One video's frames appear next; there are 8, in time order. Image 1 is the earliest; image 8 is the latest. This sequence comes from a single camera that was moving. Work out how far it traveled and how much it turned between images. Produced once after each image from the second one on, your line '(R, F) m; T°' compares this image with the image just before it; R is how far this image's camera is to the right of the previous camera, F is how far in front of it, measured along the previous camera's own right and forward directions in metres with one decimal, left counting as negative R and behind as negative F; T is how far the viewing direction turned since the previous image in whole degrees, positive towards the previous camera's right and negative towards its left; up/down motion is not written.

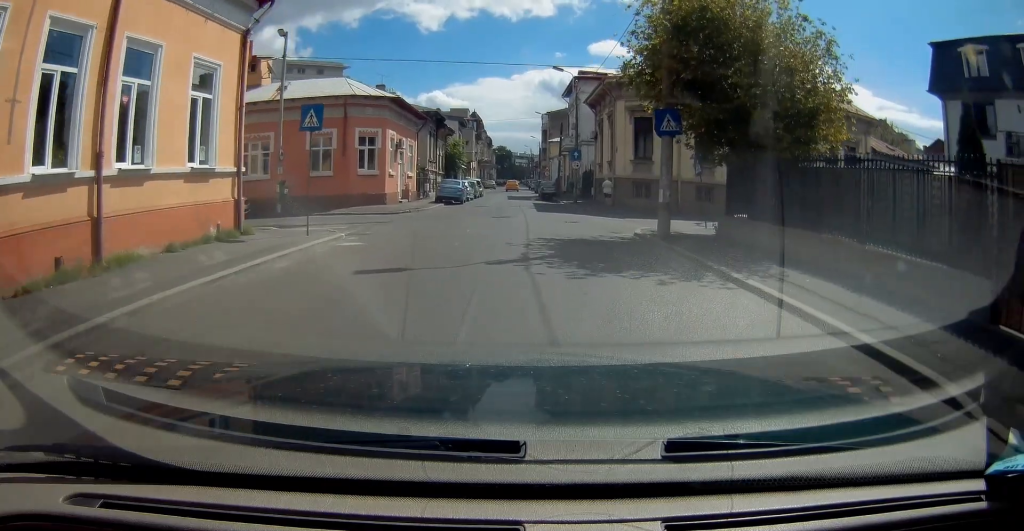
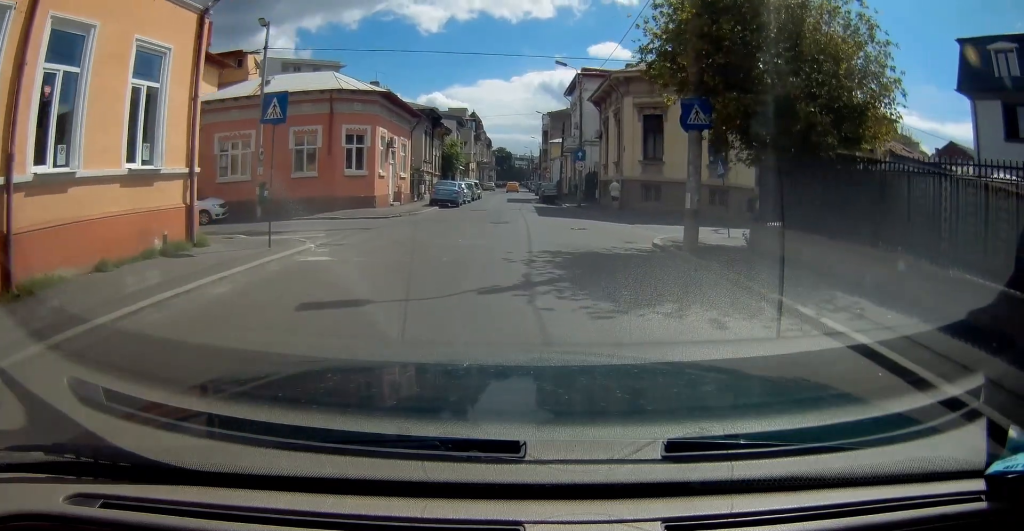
(-0.1, +2.6) m; +1°
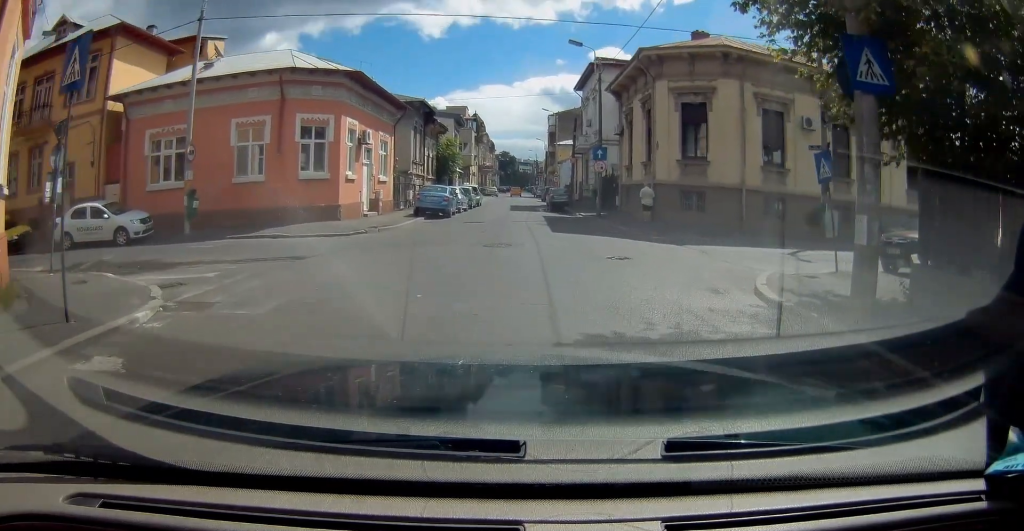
(0.0, +6.1) m; -1°
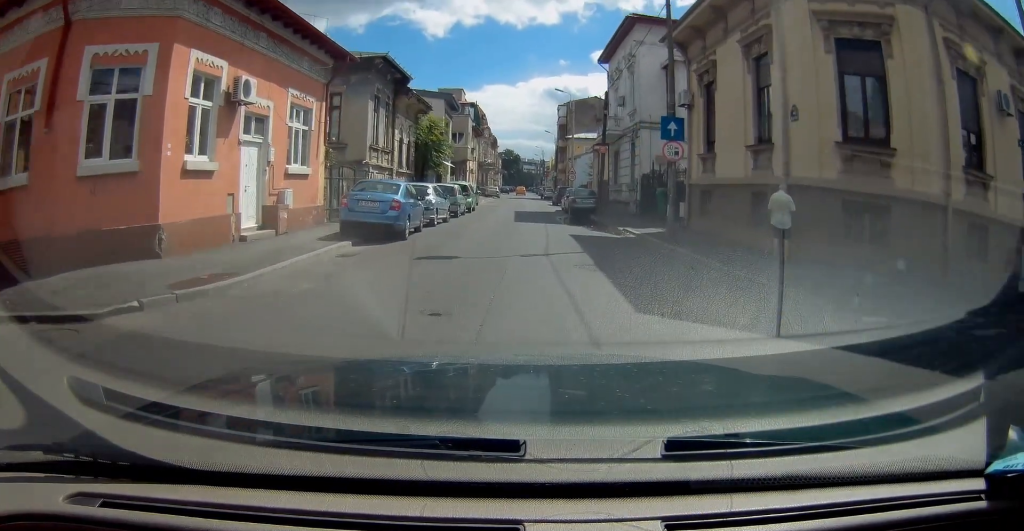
(+0.1, +10.9) m; 0°
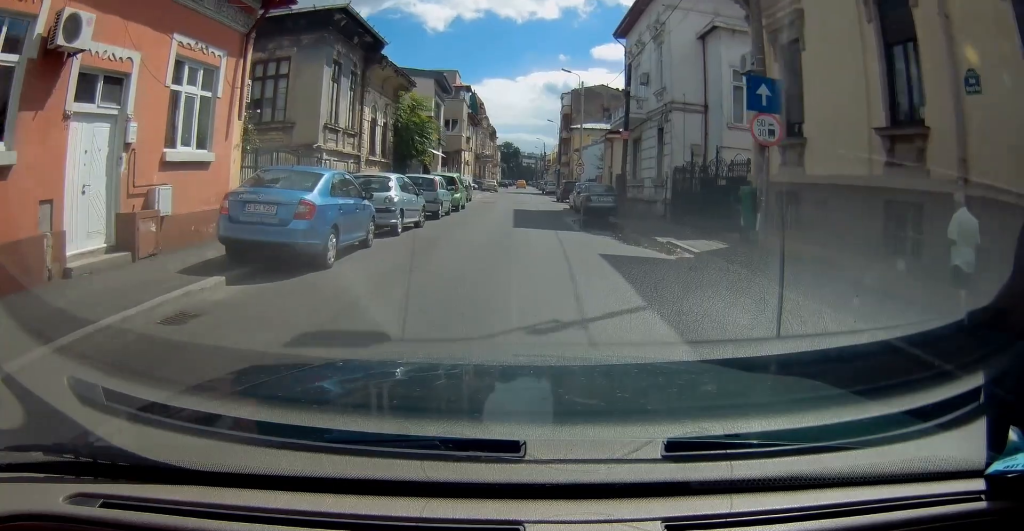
(-0.1, +5.7) m; -1°
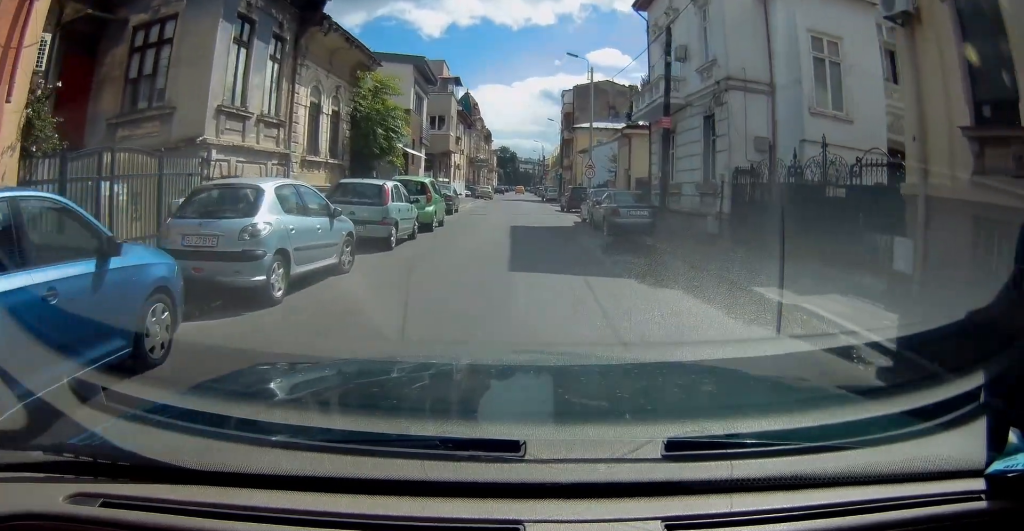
(+0.1, +7.2) m; +1°
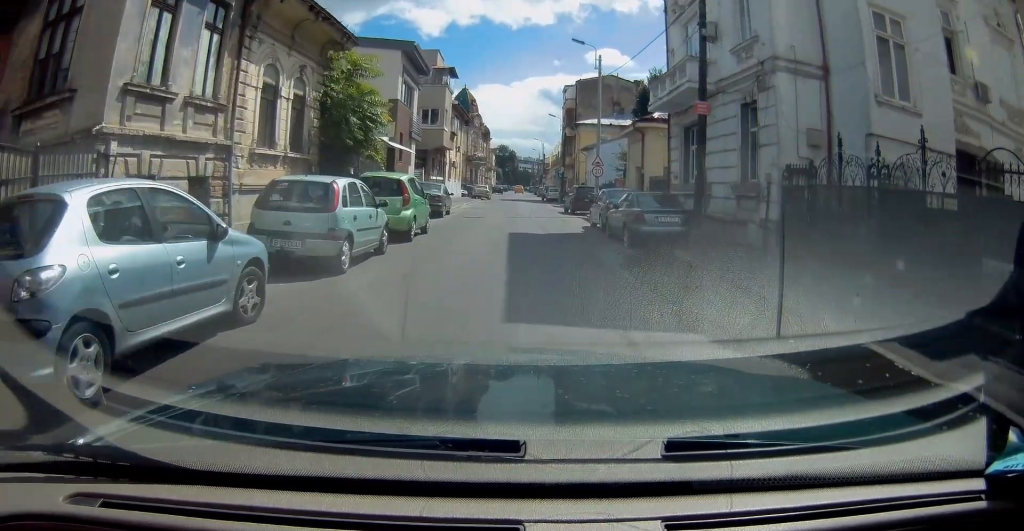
(0.0, +3.5) m; +1°
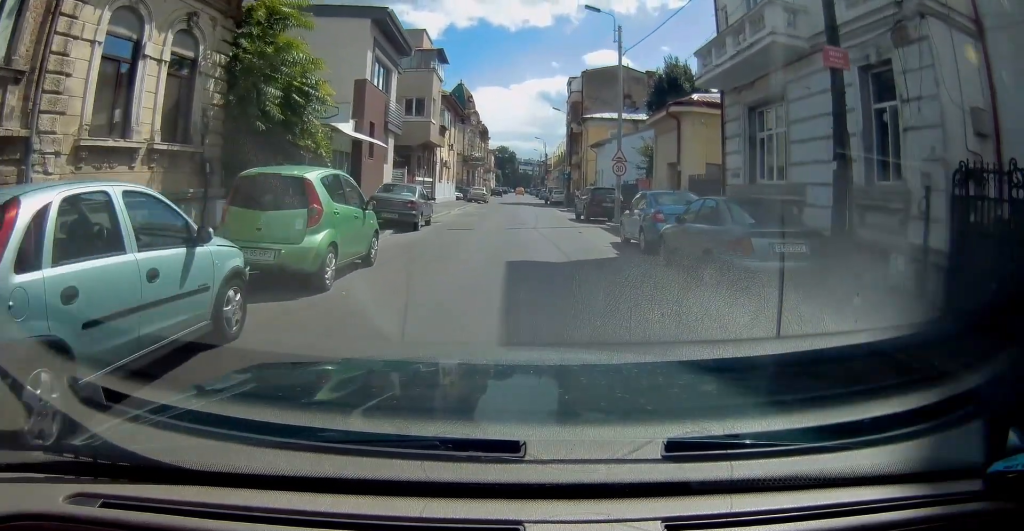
(+0.1, +6.3) m; +2°
